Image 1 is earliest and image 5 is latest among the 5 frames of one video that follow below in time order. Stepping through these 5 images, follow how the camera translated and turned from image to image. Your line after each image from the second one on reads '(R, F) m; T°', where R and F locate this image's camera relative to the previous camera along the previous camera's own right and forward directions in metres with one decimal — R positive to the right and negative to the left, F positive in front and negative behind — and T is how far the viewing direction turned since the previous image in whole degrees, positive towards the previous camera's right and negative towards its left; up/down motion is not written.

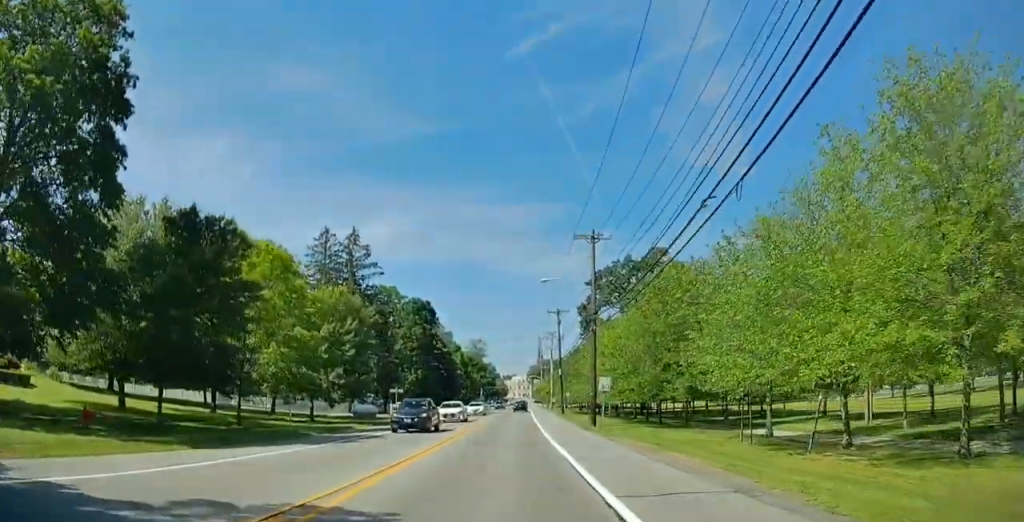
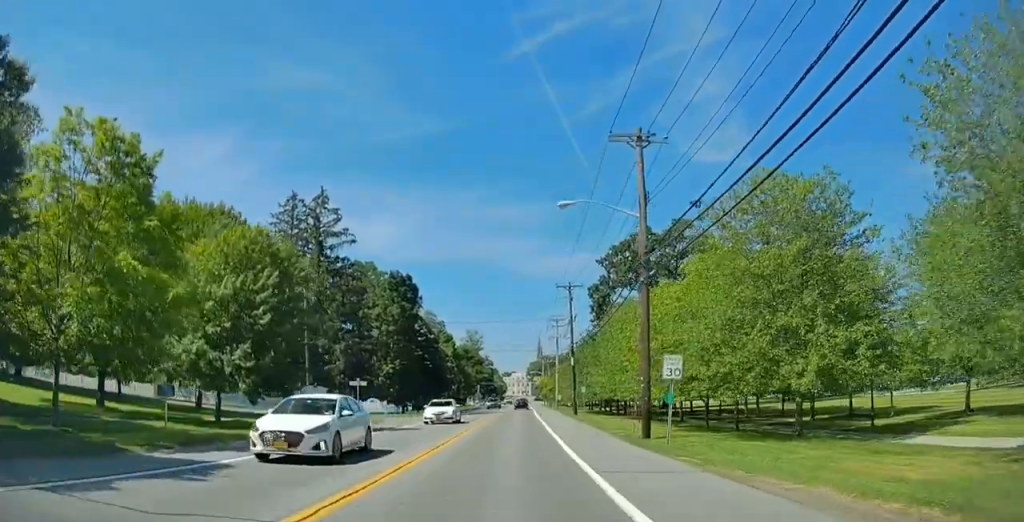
(-0.3, +14.5) m; -1°
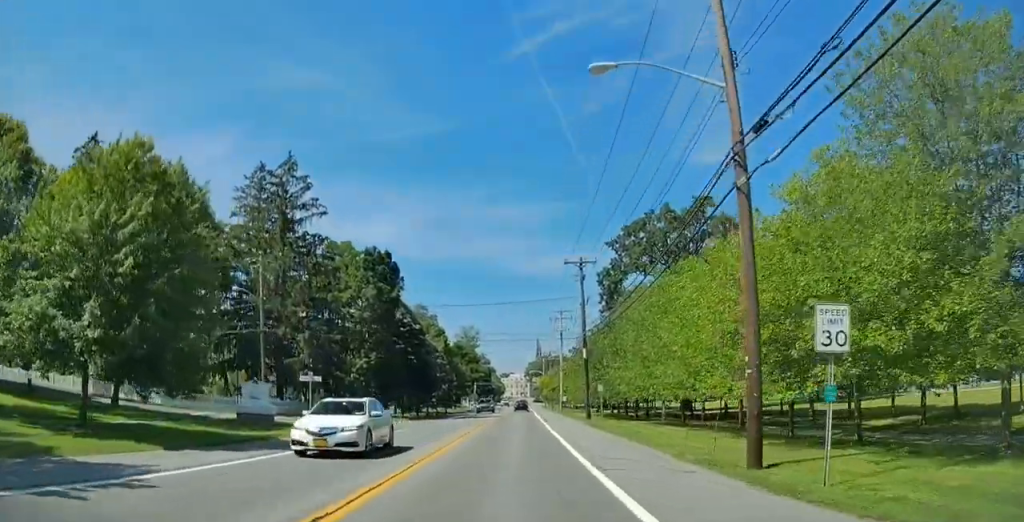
(0.0, +10.4) m; 0°
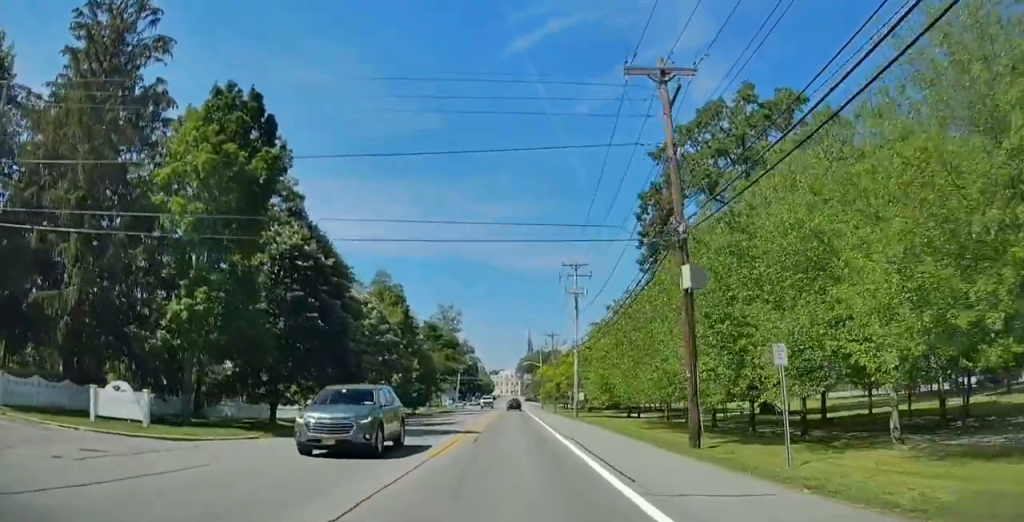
(+0.7, +28.4) m; +3°
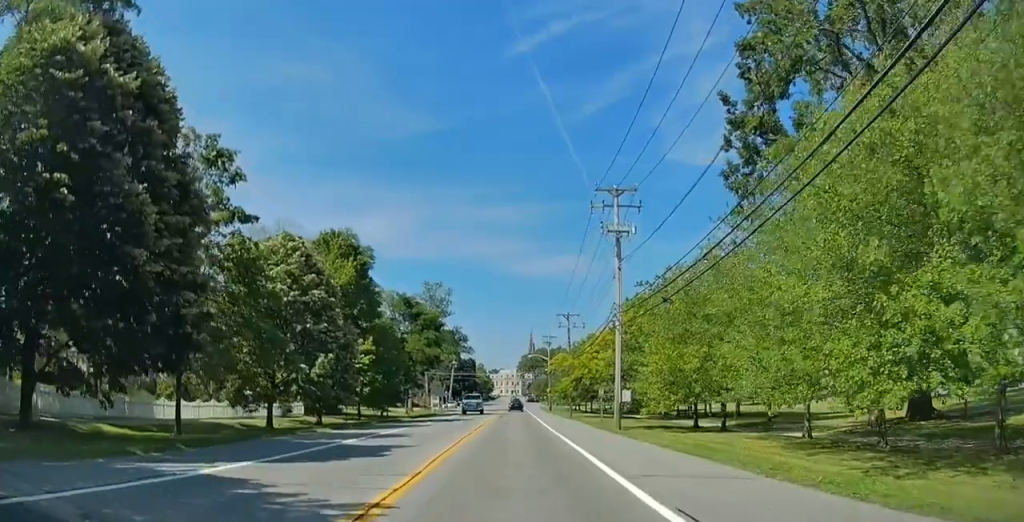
(-0.1, +20.8) m; +1°
